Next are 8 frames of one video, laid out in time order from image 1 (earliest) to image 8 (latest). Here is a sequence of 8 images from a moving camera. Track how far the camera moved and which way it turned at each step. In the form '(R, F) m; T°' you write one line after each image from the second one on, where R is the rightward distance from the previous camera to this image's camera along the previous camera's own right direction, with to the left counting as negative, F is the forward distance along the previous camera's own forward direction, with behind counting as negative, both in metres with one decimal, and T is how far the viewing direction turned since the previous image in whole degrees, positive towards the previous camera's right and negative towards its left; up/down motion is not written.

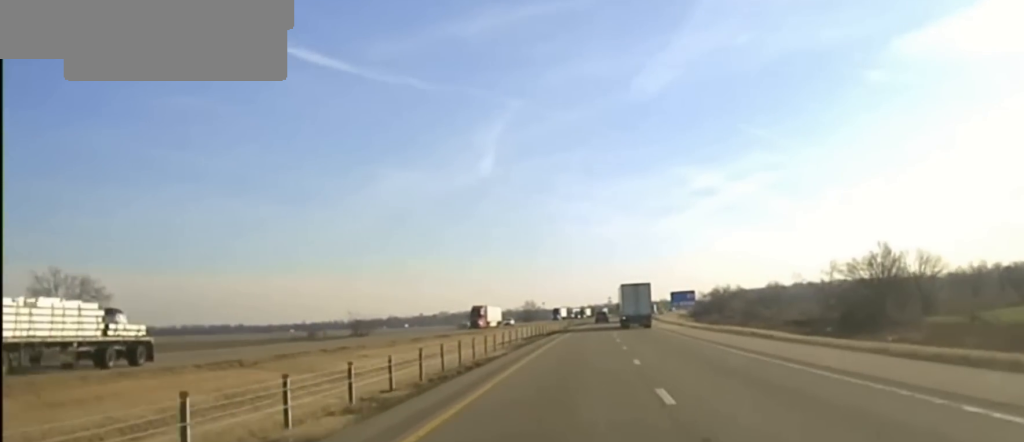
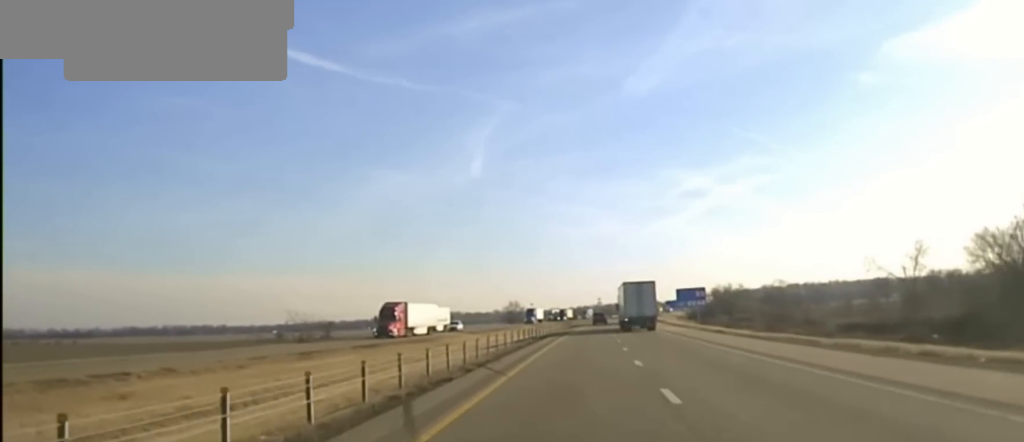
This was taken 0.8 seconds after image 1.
(+0.3, +39.0) m; +1°
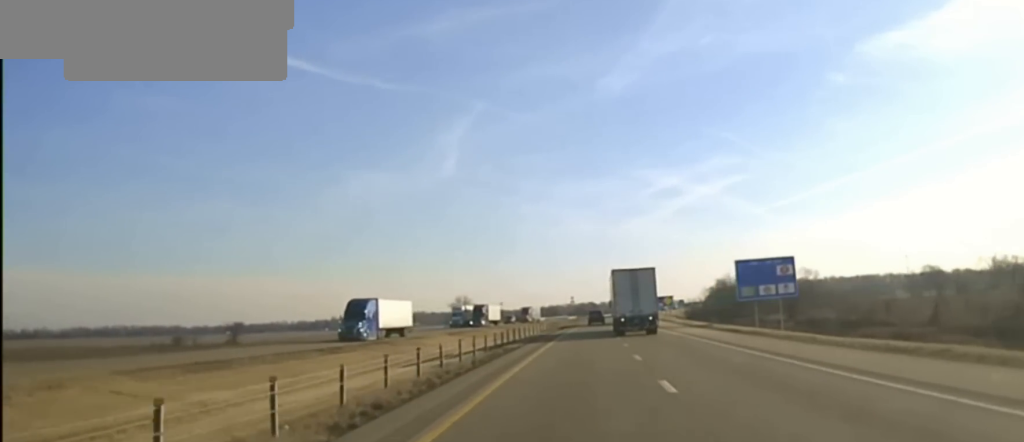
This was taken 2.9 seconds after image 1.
(+1.0, +96.4) m; +2°
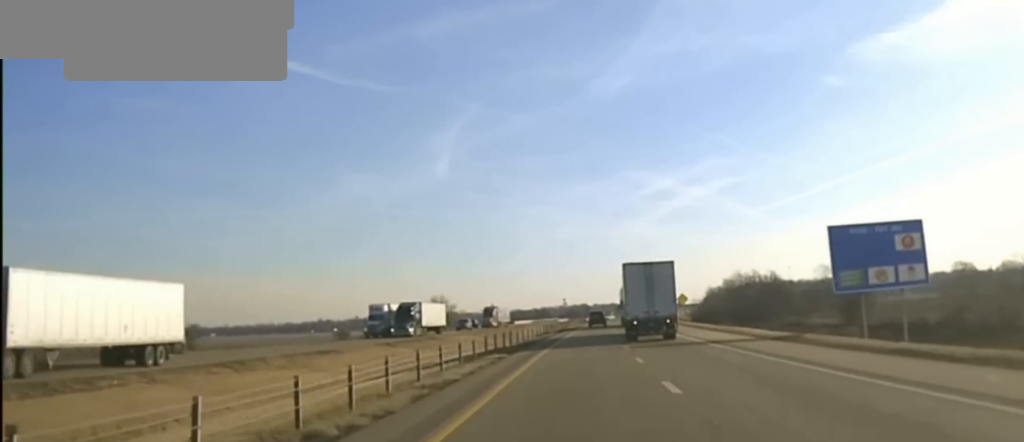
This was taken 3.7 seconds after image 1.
(+0.6, +33.8) m; +1°
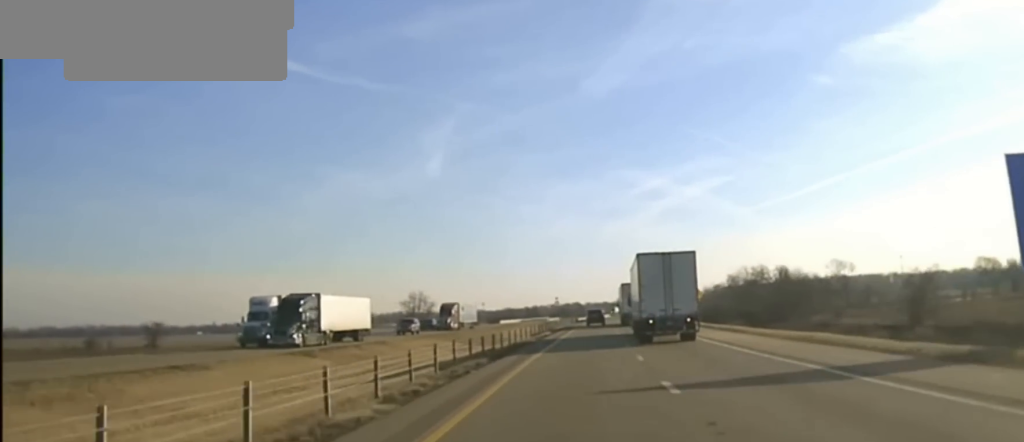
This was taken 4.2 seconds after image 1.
(-0.2, +17.8) m; 0°
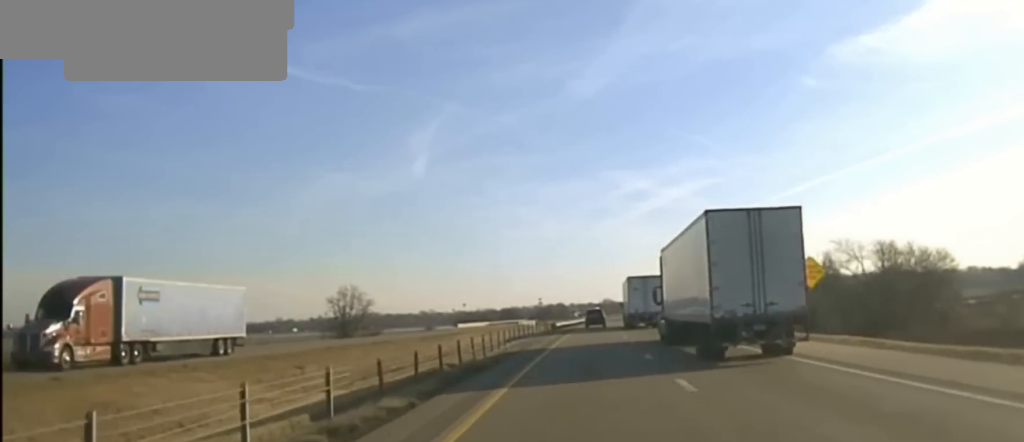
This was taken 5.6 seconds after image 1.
(+0.1, +49.2) m; +1°
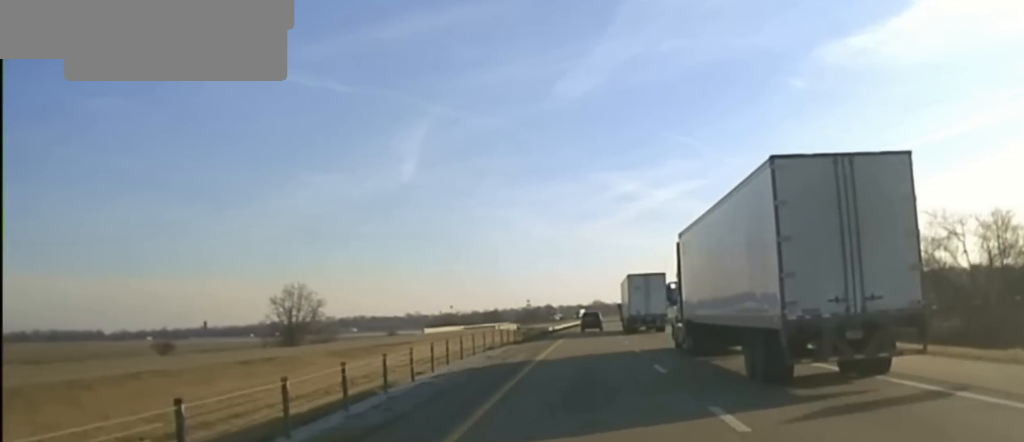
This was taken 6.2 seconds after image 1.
(+0.2, +27.2) m; +1°
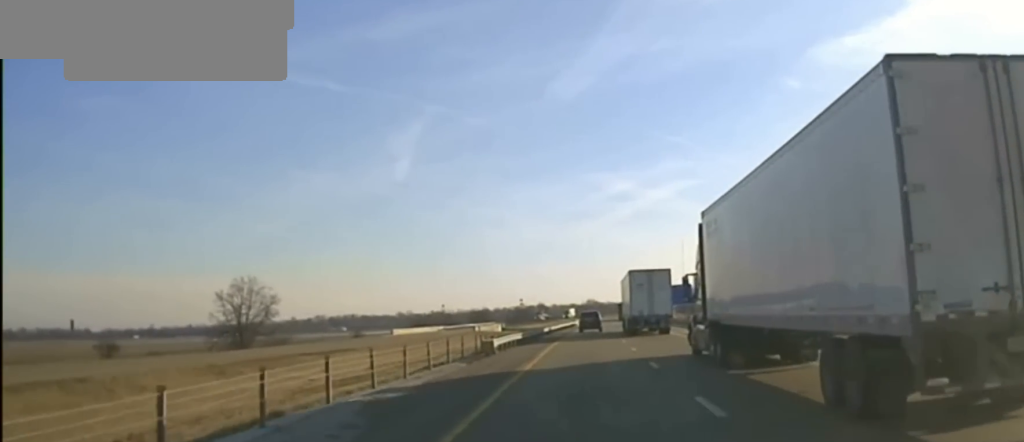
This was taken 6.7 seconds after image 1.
(+0.1, +21.9) m; 0°
